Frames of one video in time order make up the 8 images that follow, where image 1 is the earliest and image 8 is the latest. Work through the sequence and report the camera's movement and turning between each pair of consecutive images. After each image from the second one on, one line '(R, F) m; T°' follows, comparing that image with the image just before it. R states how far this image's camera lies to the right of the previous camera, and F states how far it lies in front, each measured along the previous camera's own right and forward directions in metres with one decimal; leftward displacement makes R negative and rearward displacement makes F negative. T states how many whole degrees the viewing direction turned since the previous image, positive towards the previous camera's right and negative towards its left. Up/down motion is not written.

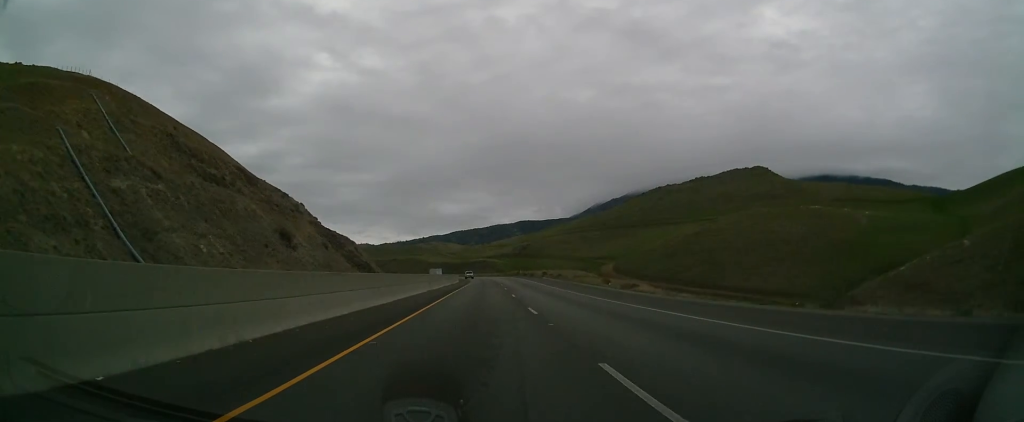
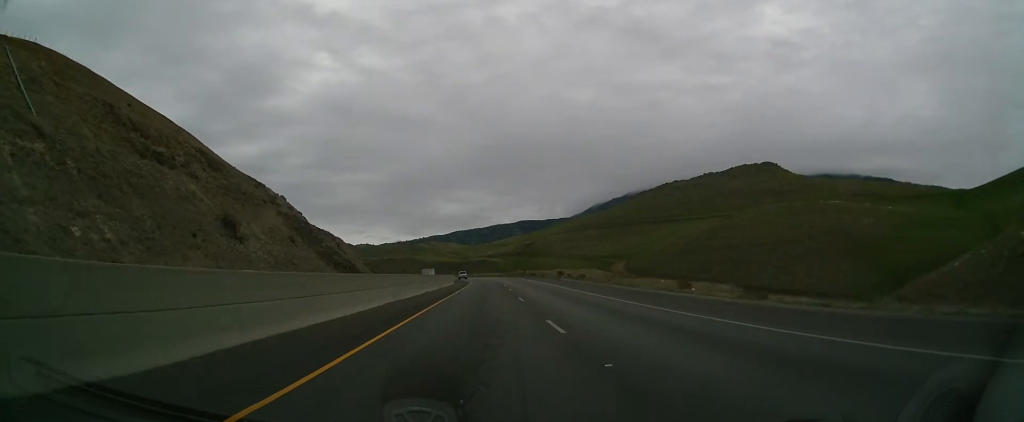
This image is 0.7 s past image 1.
(+0.2, +21.8) m; 0°
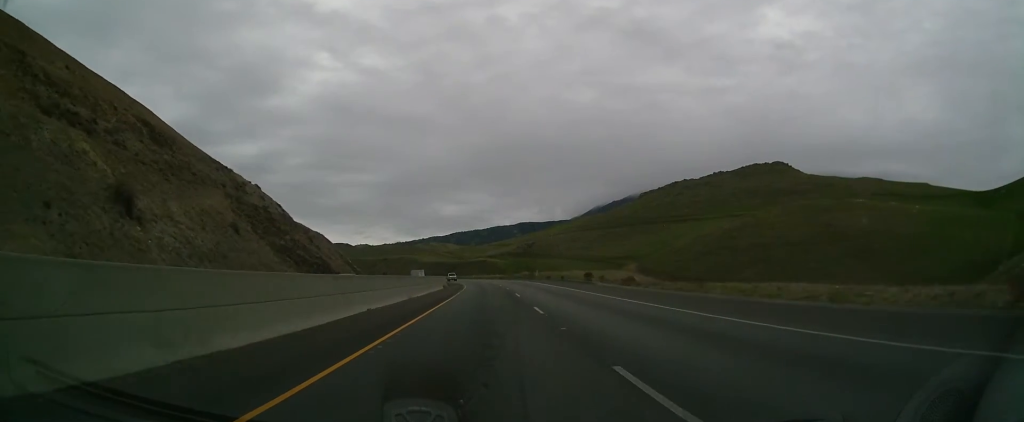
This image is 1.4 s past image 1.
(0.0, +24.4) m; 0°
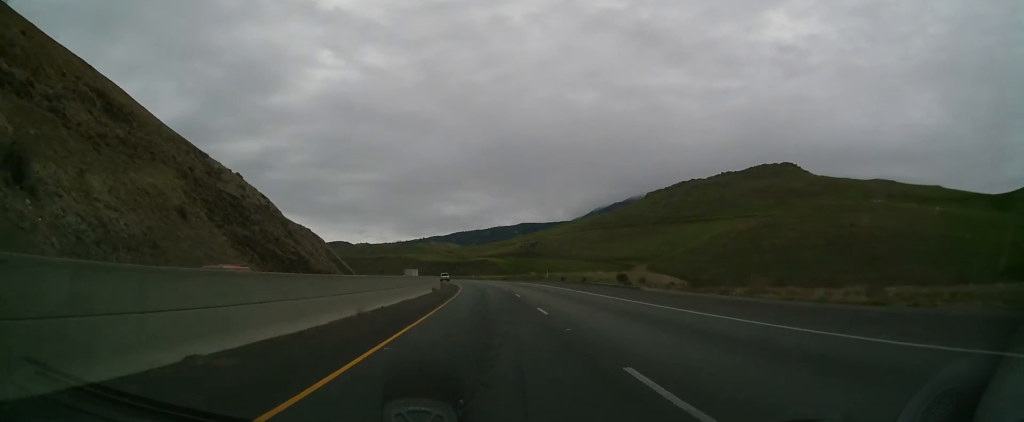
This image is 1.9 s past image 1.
(0.0, +15.6) m; 0°
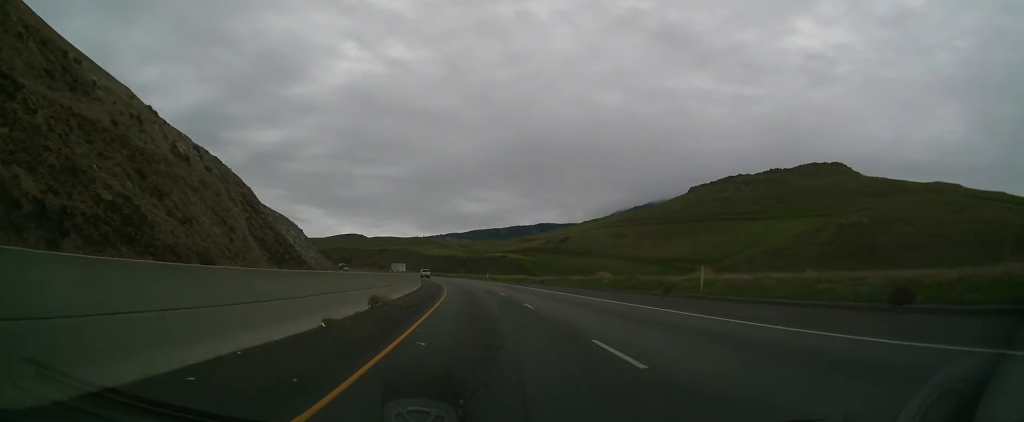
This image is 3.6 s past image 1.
(-0.8, +62.6) m; -2°
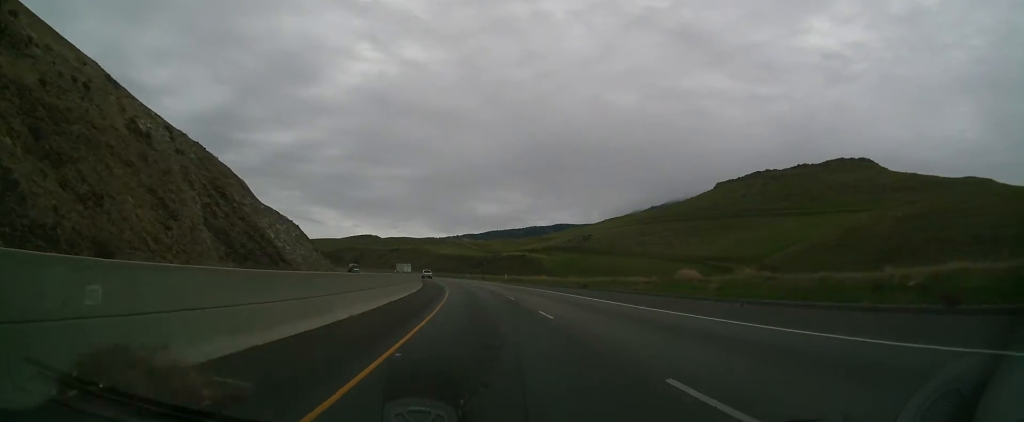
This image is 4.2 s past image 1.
(-0.2, +21.2) m; -1°
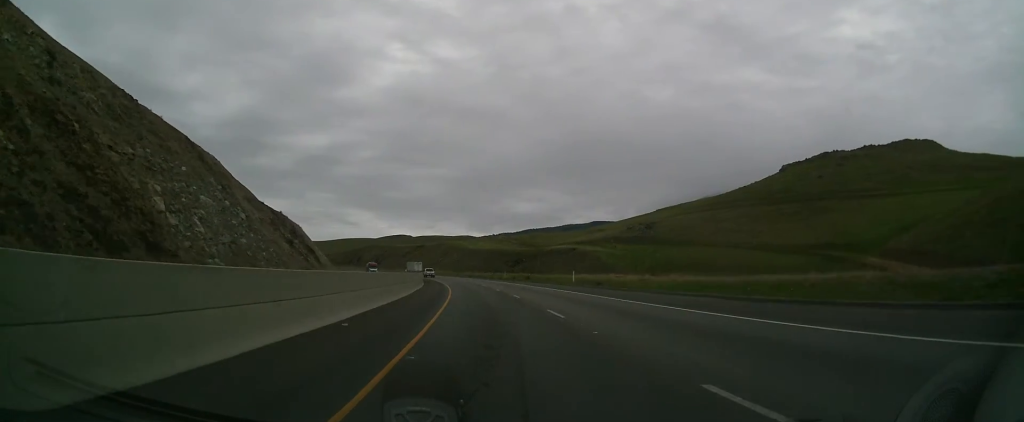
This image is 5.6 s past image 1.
(-0.9, +44.7) m; -3°
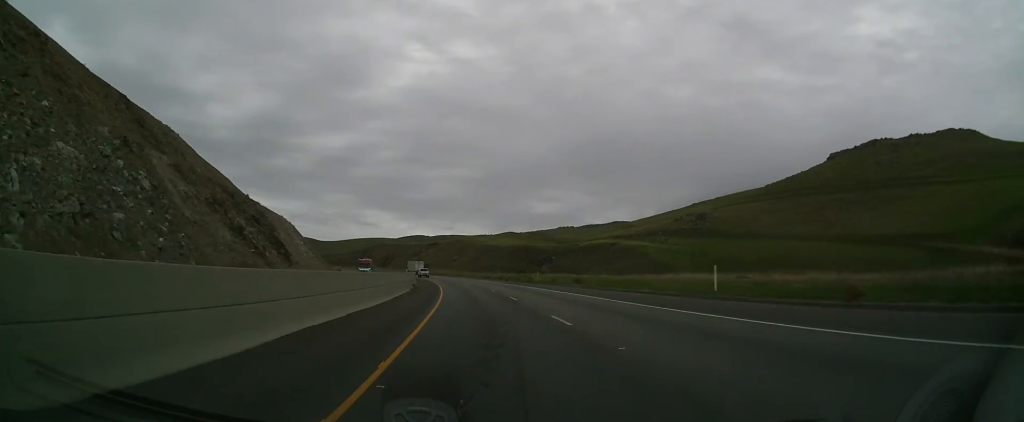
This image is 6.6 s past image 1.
(-0.5, +30.4) m; -2°
